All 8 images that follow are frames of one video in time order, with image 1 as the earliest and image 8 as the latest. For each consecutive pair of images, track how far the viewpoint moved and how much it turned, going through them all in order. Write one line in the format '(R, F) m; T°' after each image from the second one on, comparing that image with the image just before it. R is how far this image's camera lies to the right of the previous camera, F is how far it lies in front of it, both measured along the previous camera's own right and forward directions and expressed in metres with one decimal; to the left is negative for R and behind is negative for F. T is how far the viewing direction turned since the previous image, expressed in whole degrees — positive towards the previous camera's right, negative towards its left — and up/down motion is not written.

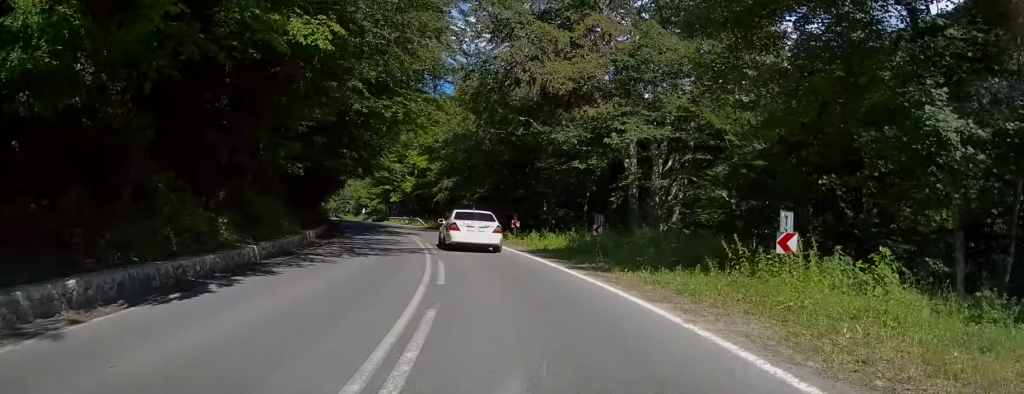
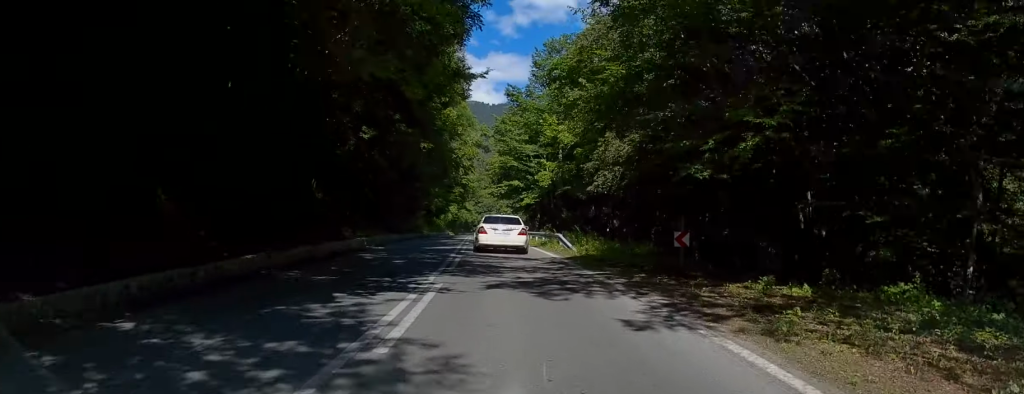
(-2.4, +32.1) m; -8°
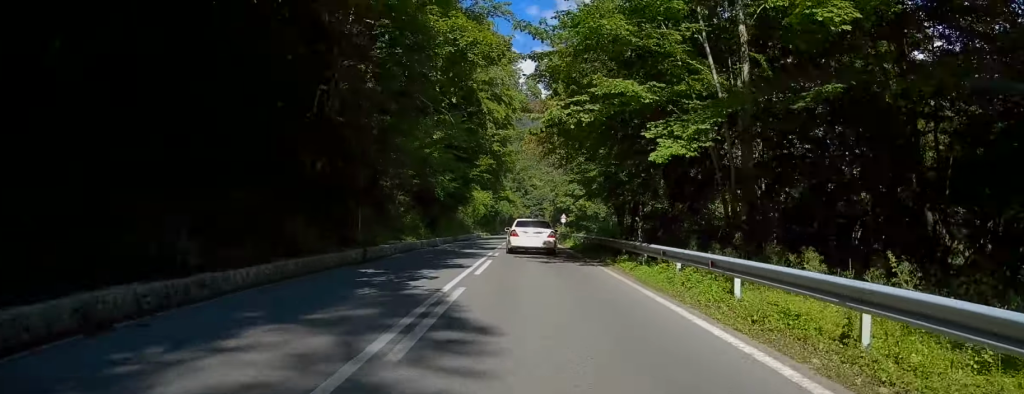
(-2.9, +35.7) m; -10°
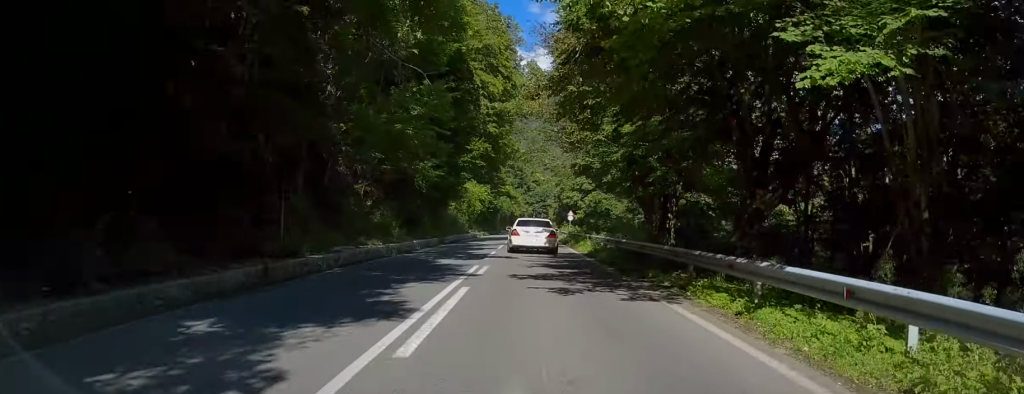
(-0.2, +8.8) m; -3°
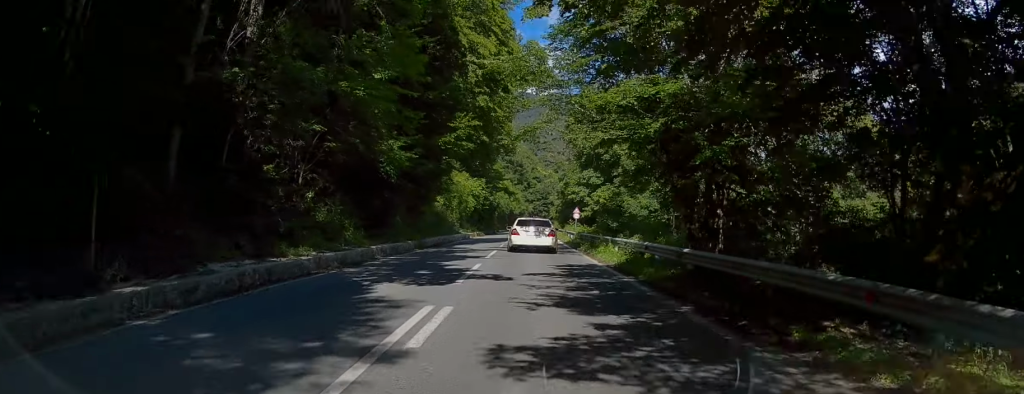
(-0.3, +8.2) m; 0°
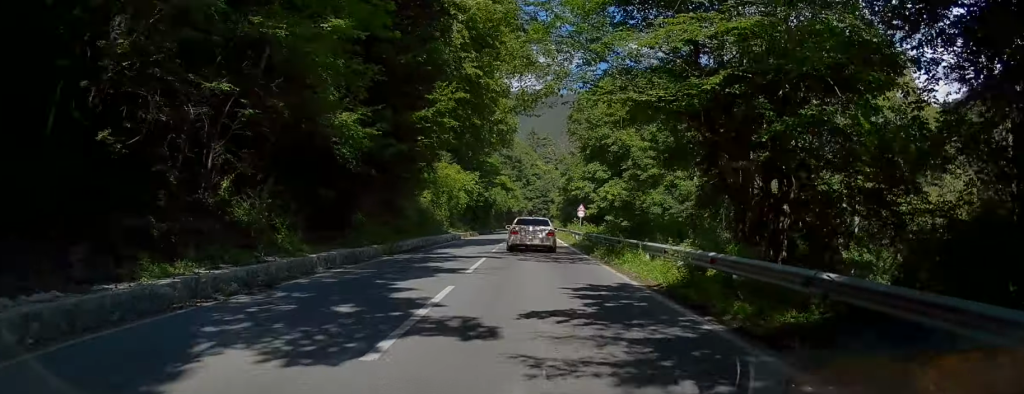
(-0.3, +6.3) m; +1°
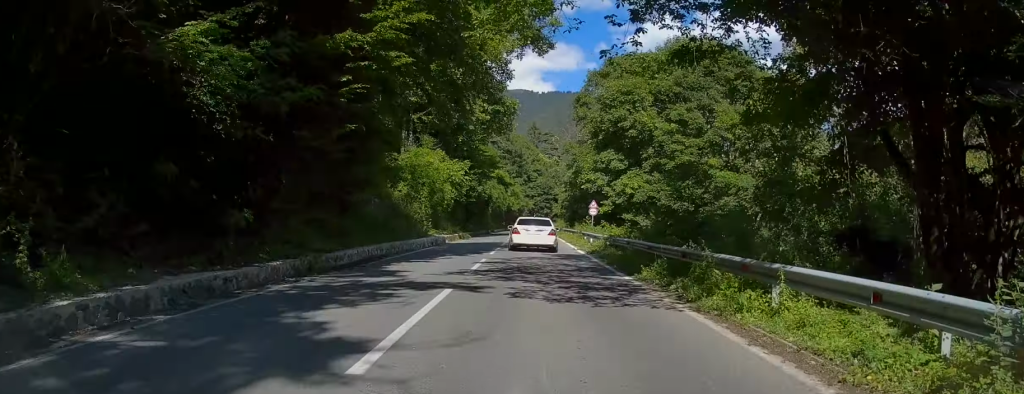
(+0.5, +9.3) m; +1°
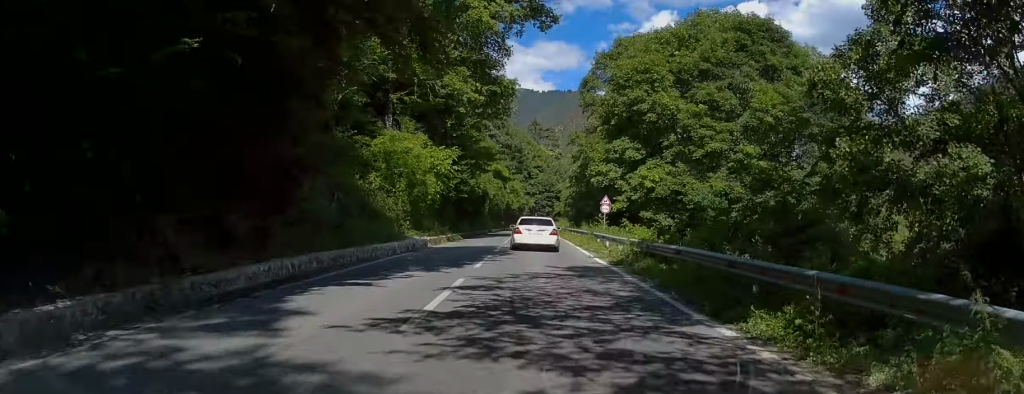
(+0.3, +6.9) m; +1°
